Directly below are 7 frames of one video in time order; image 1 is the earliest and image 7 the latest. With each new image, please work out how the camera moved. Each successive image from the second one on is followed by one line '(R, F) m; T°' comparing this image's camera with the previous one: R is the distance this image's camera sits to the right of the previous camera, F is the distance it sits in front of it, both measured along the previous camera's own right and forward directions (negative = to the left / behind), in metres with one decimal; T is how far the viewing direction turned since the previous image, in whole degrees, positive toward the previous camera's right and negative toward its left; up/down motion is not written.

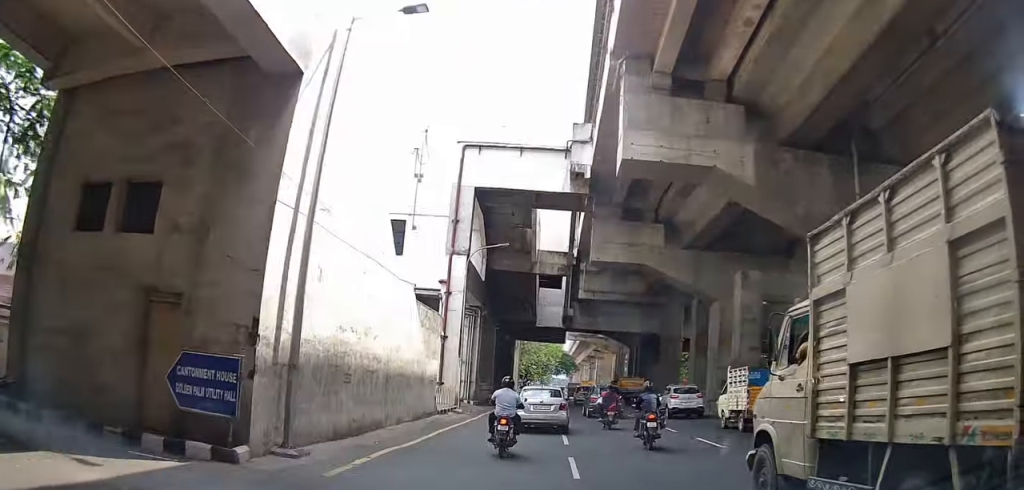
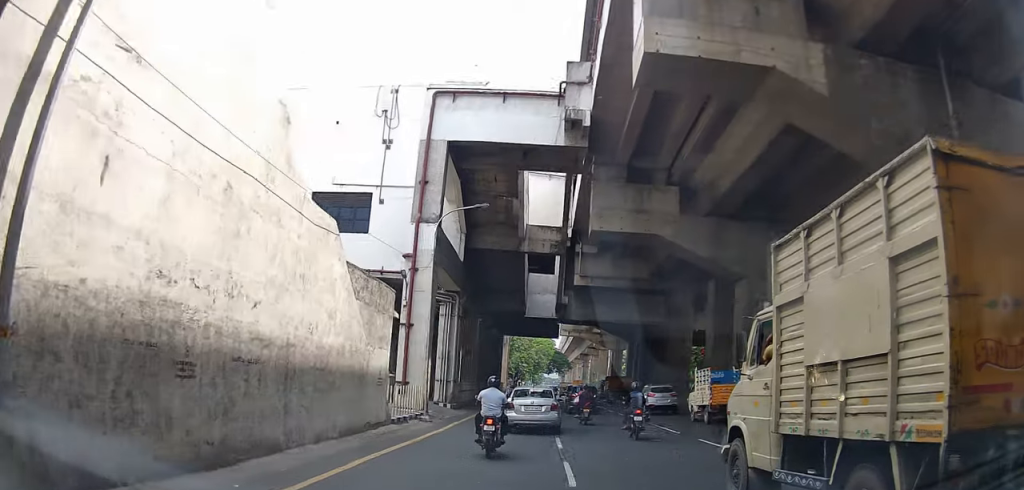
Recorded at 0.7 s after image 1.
(+0.1, +6.2) m; +1°
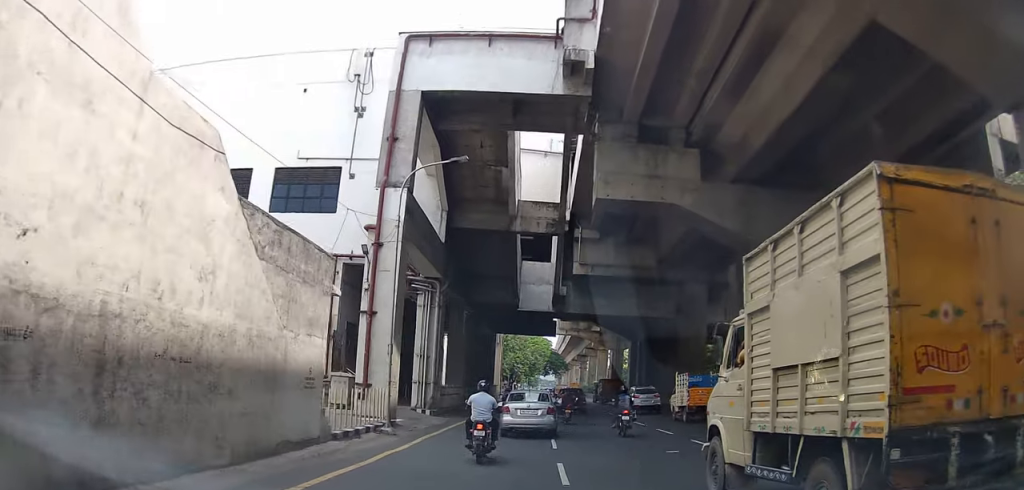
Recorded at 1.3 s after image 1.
(0.0, +4.8) m; +1°
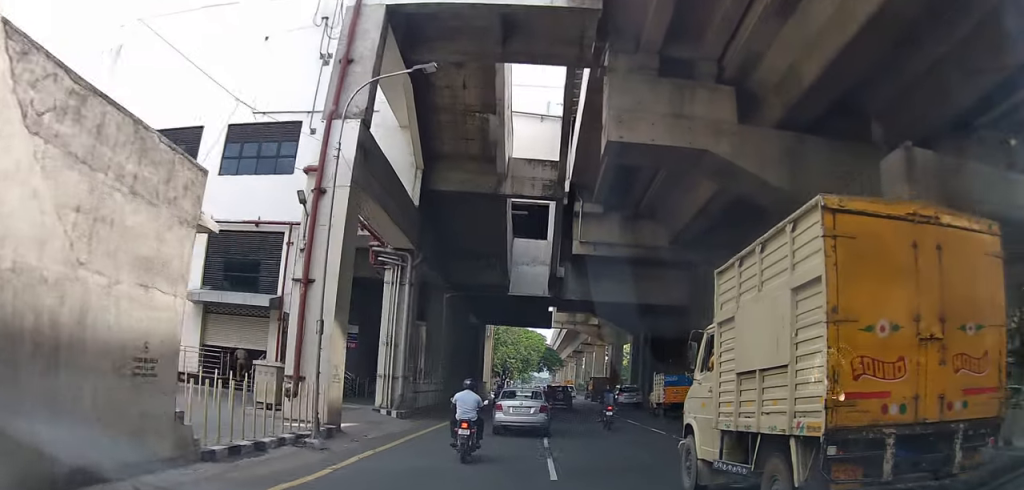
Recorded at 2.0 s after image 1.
(0.0, +4.8) m; +1°
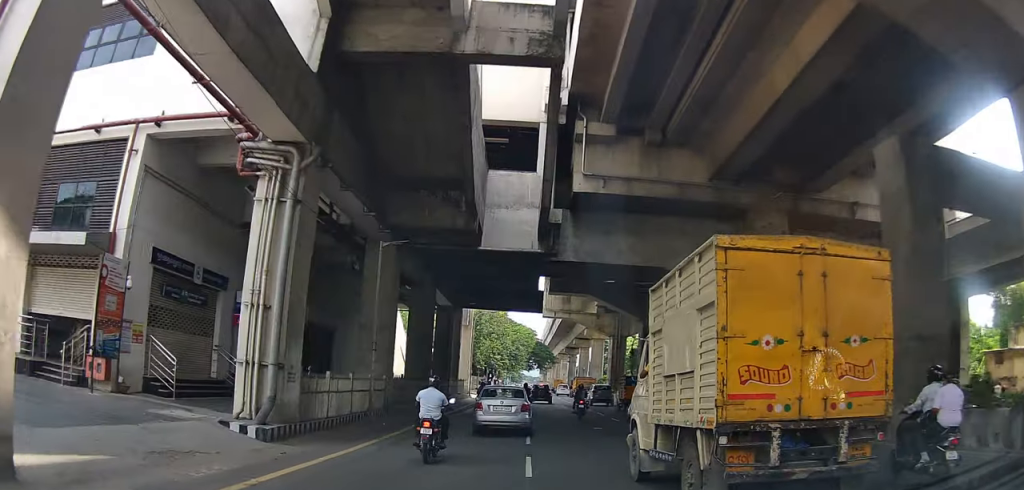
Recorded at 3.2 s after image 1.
(+0.2, +9.5) m; +3°
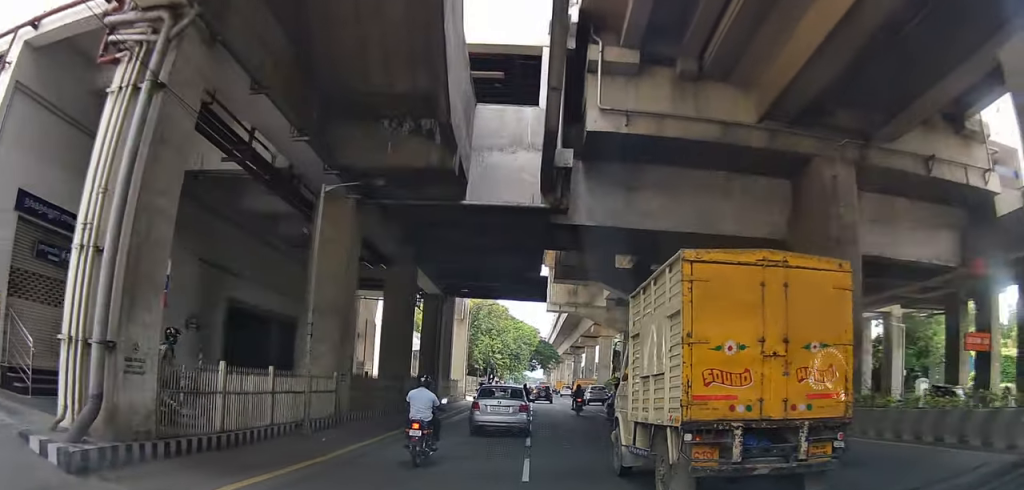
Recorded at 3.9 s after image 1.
(+0.1, +5.5) m; +2°
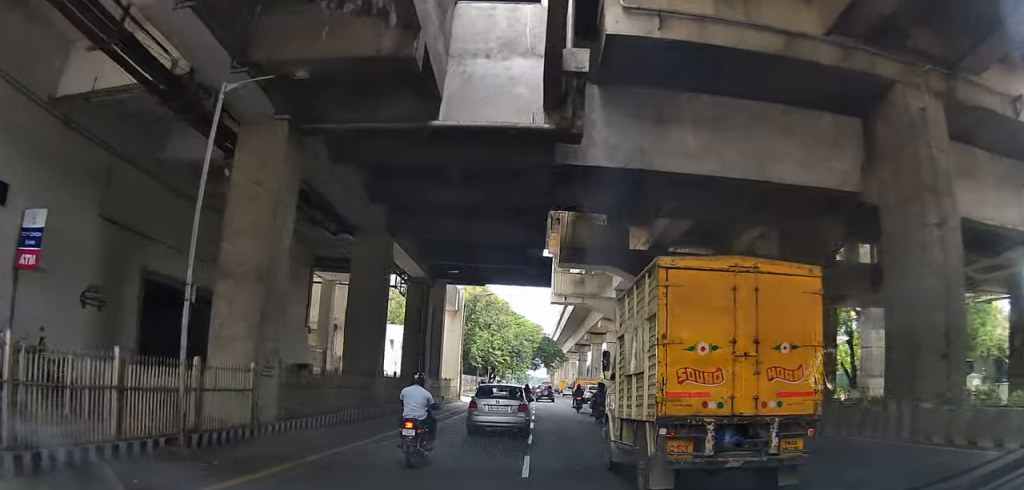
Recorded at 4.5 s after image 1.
(+0.1, +5.4) m; +1°
